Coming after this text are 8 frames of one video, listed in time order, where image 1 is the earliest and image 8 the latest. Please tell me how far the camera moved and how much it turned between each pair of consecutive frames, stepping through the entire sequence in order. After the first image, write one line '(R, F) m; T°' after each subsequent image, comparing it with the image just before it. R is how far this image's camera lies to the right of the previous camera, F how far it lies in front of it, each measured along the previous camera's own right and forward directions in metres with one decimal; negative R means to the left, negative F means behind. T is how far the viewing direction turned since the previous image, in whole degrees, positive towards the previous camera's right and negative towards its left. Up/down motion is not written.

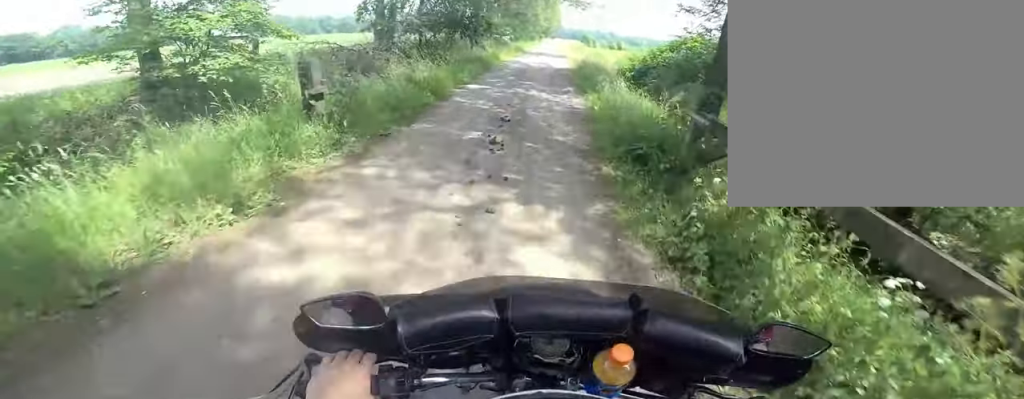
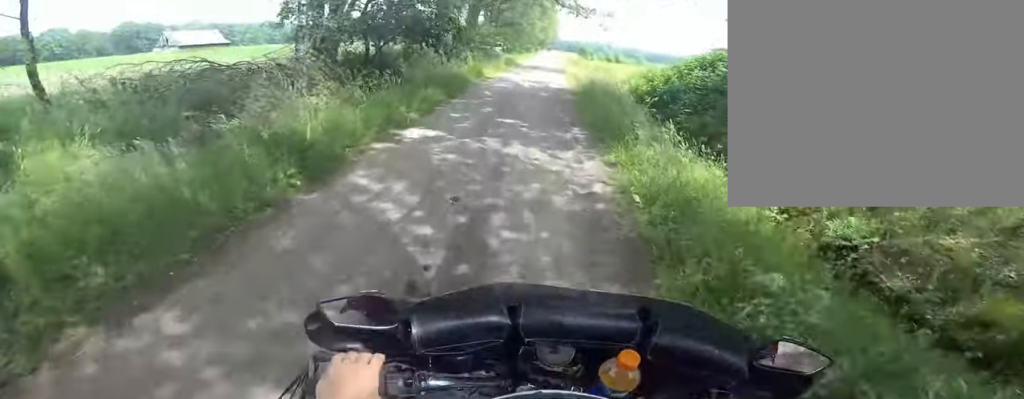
(-0.3, +4.7) m; +6°
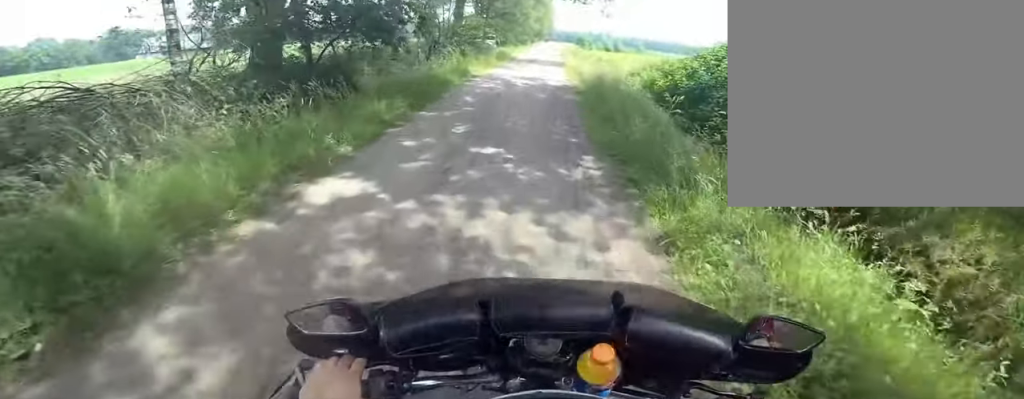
(0.0, +2.5) m; +7°
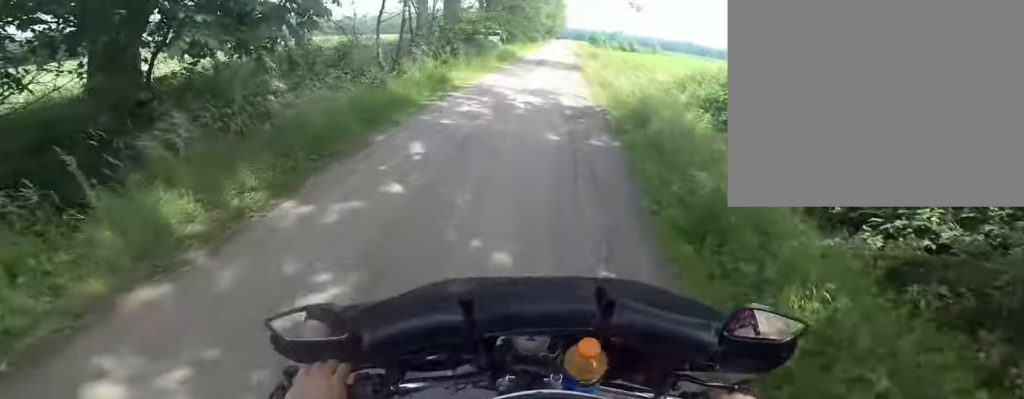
(+0.9, +4.1) m; -3°
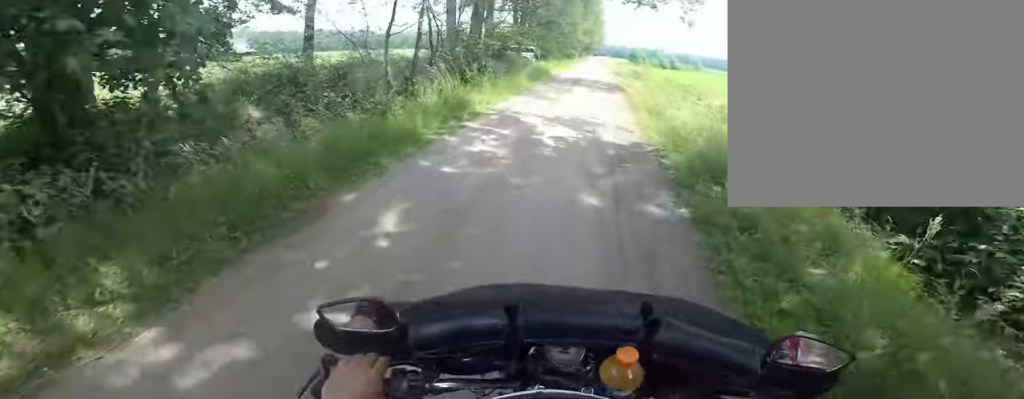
(-0.4, +1.8) m; -9°
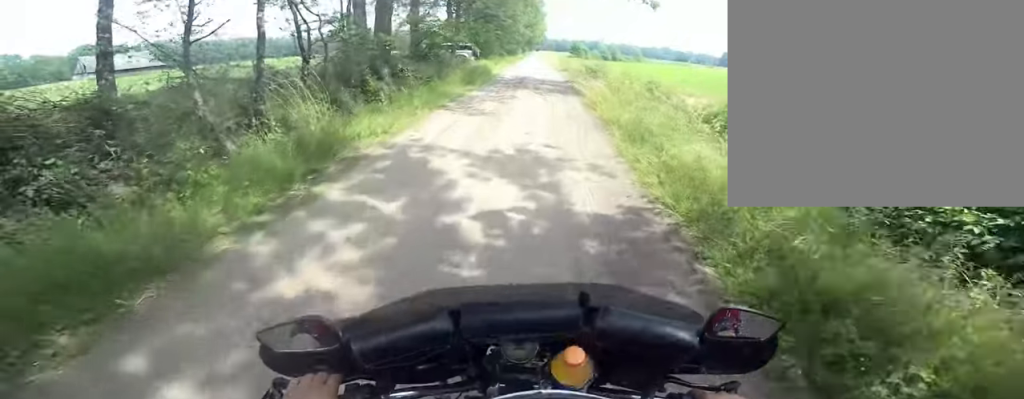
(-0.5, +3.4) m; -10°
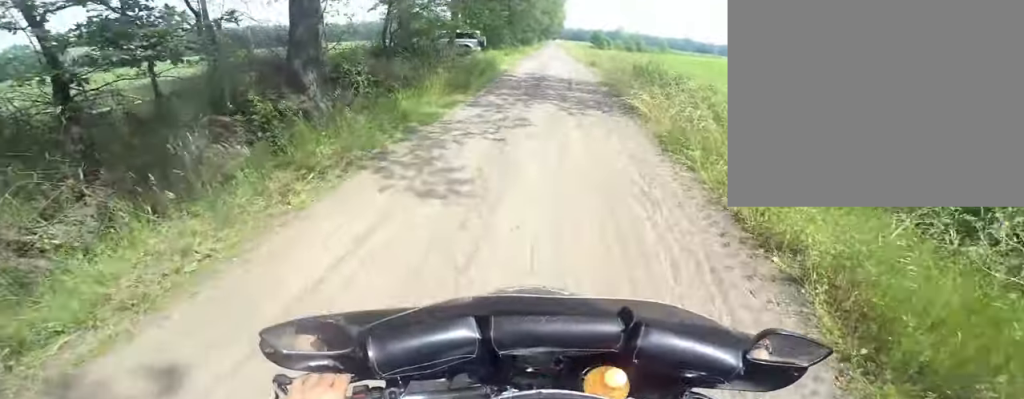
(-0.2, +4.8) m; +2°
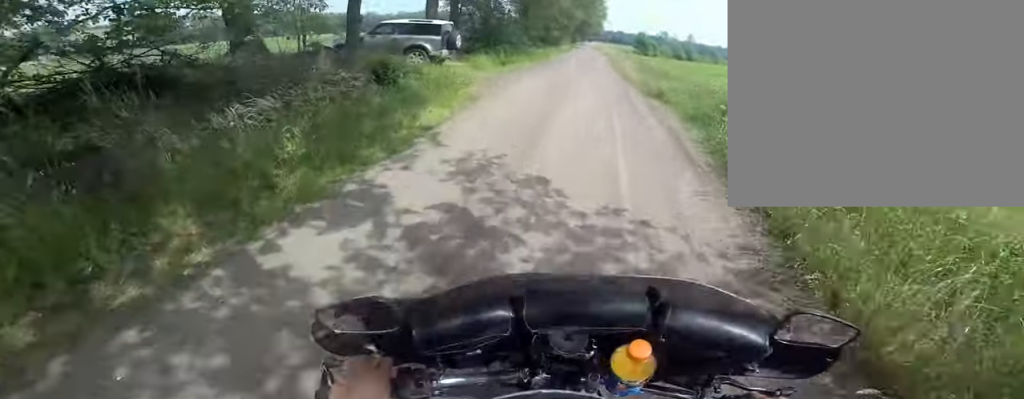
(+2.1, +11.3) m; +13°
